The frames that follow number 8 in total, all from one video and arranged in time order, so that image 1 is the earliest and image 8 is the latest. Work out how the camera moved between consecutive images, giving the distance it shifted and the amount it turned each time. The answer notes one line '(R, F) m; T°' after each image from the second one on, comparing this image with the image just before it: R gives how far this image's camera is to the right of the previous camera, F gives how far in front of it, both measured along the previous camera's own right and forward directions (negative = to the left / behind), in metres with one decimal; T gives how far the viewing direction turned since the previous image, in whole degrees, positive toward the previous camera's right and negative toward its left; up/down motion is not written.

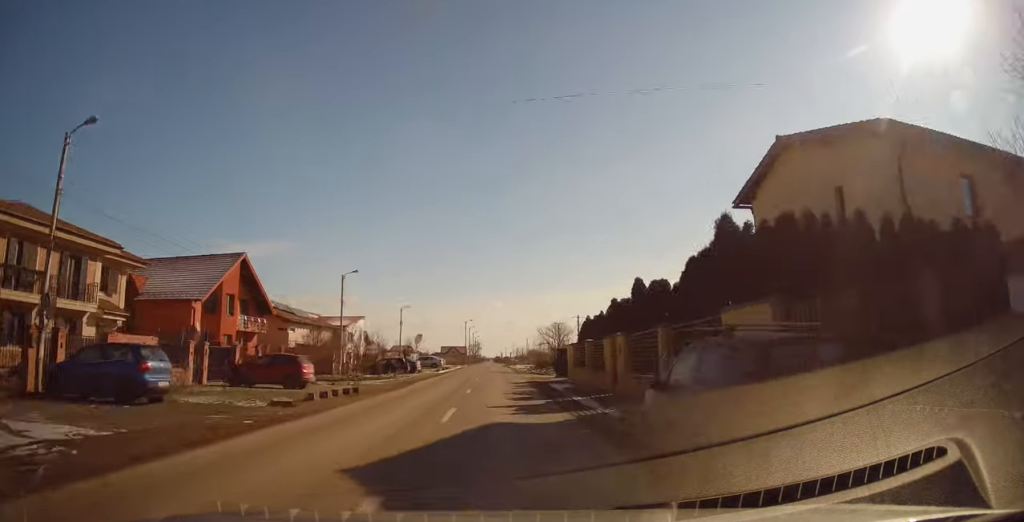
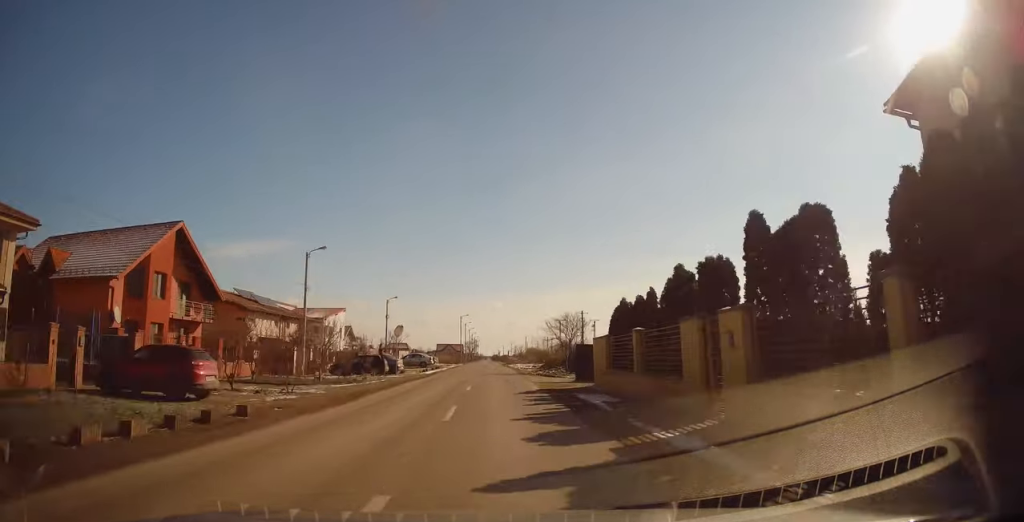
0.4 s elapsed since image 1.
(+0.1, +8.7) m; 0°
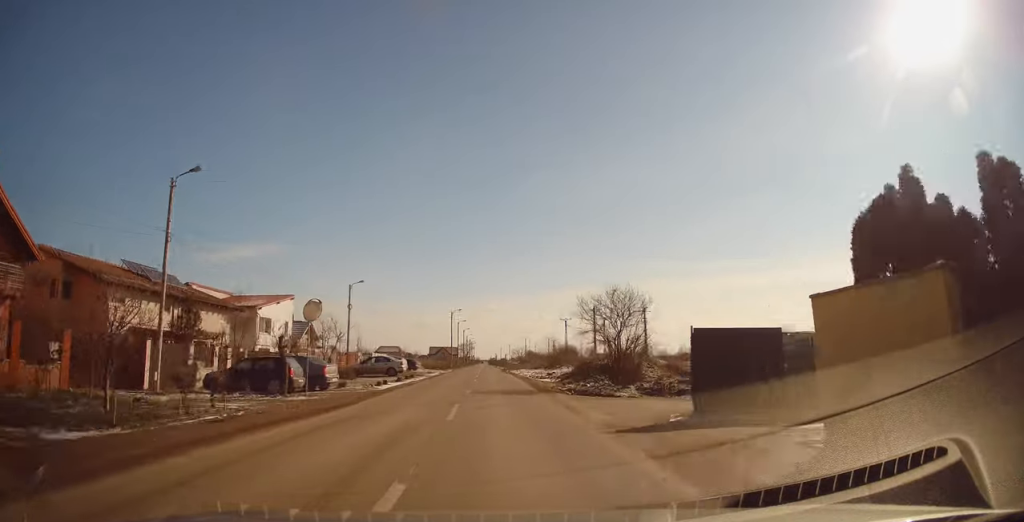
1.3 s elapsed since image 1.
(+0.1, +16.6) m; +1°
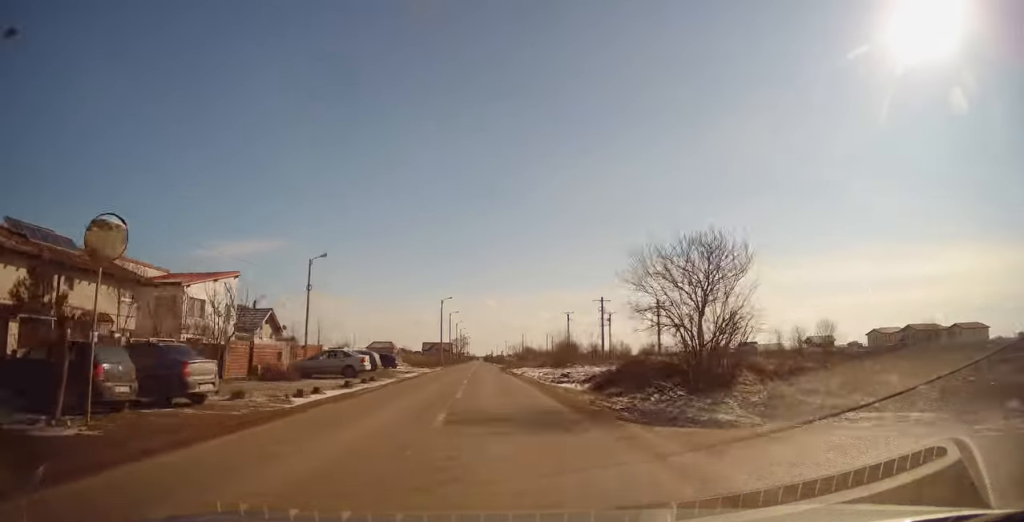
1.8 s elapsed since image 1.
(-0.1, +10.5) m; 0°
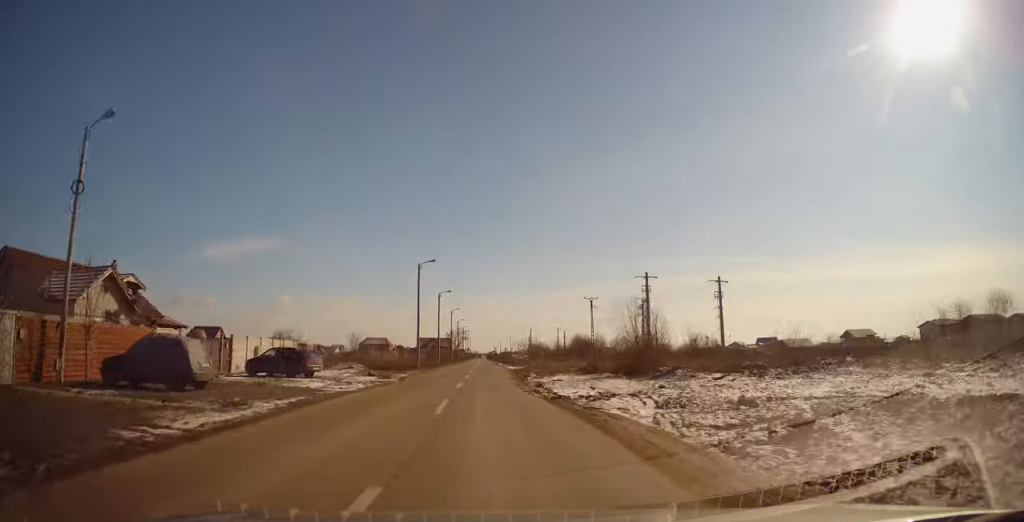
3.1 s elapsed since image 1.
(+0.2, +24.5) m; 0°
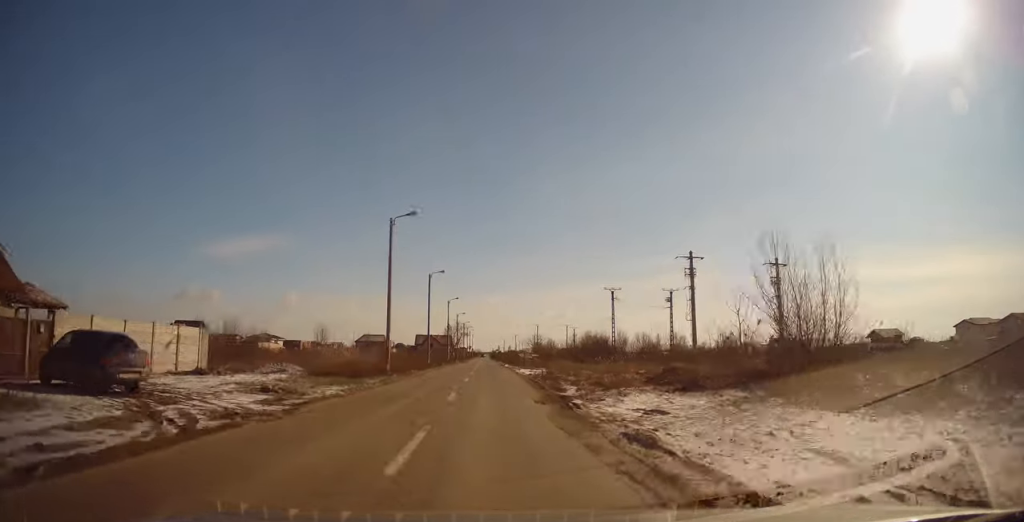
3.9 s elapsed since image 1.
(-0.2, +13.9) m; 0°
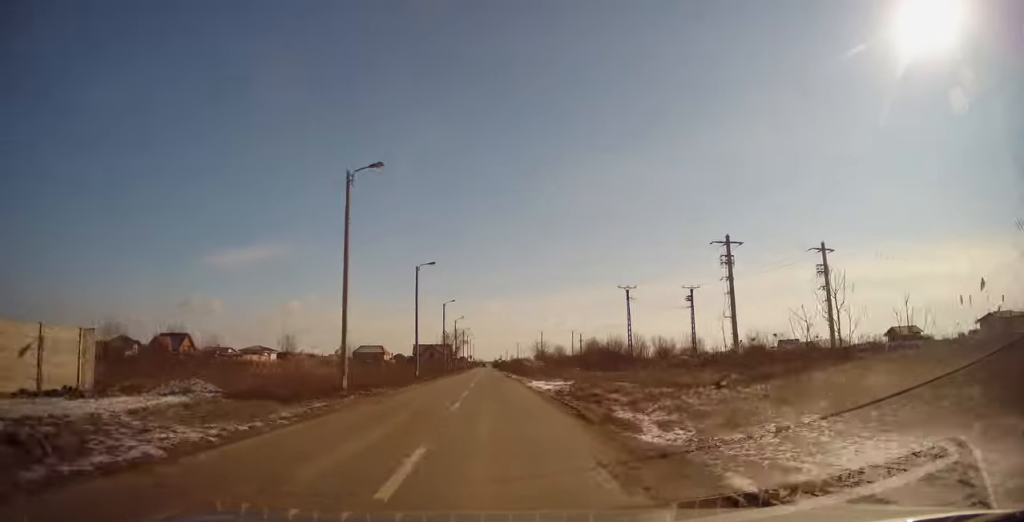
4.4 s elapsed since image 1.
(+0.1, +8.7) m; -1°
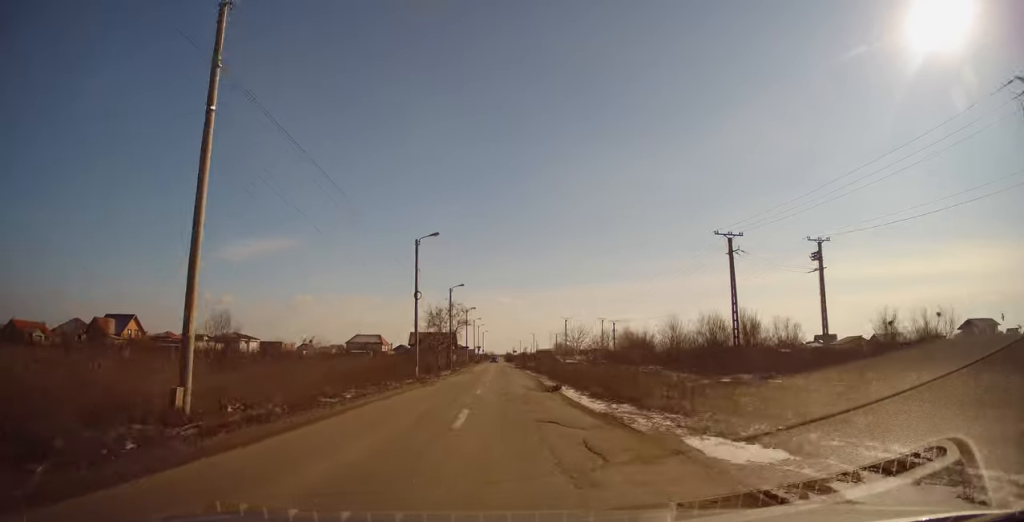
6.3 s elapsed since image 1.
(-0.7, +30.8) m; -1°
